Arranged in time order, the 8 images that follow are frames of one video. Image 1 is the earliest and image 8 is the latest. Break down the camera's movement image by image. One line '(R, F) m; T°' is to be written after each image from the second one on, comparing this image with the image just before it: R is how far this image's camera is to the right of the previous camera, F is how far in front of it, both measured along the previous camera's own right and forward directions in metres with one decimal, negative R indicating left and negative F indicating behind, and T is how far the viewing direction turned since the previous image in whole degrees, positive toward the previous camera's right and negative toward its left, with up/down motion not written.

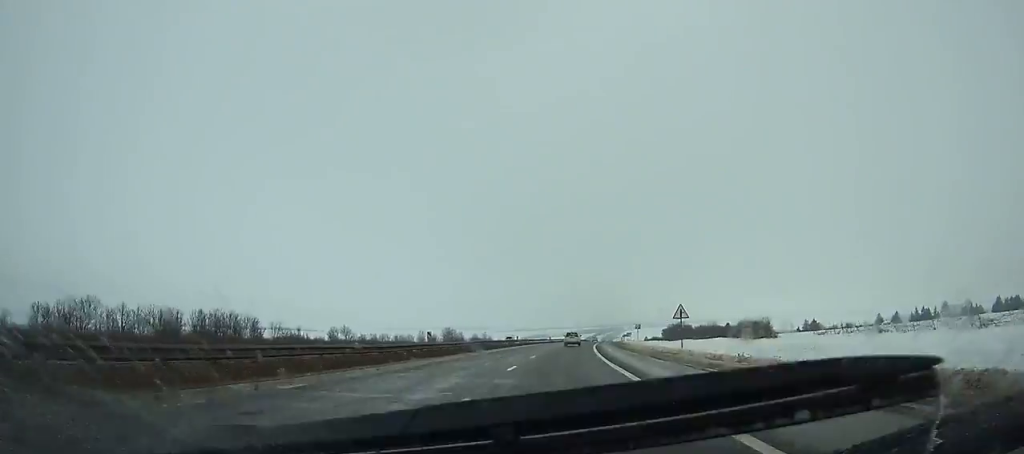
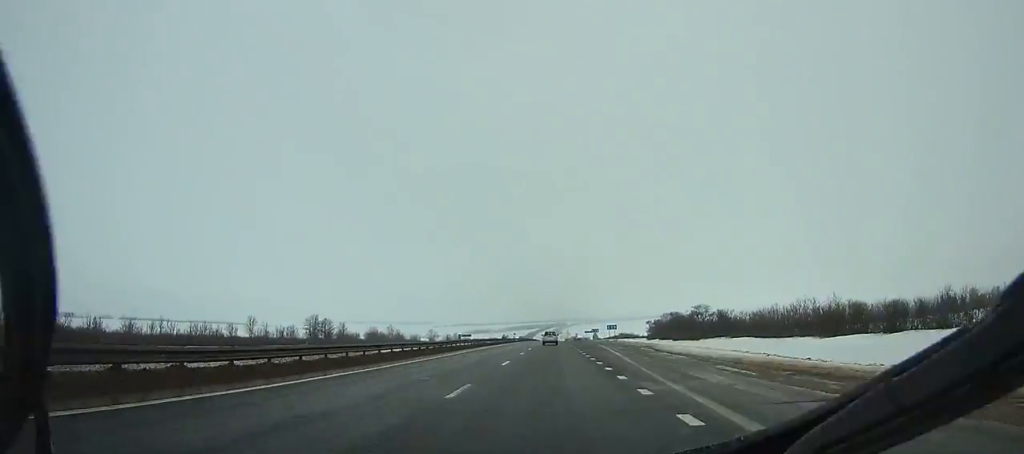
(+2.9, +104.5) m; +3°
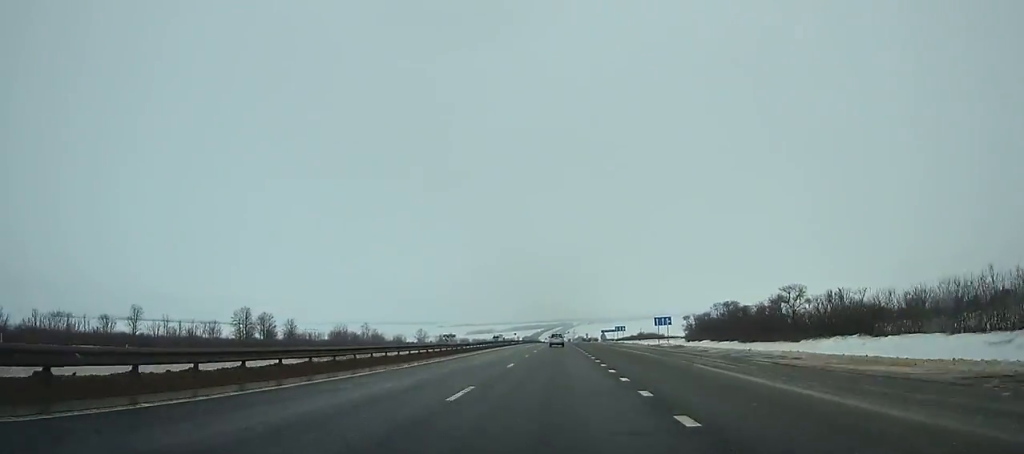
(+0.3, +48.0) m; 0°
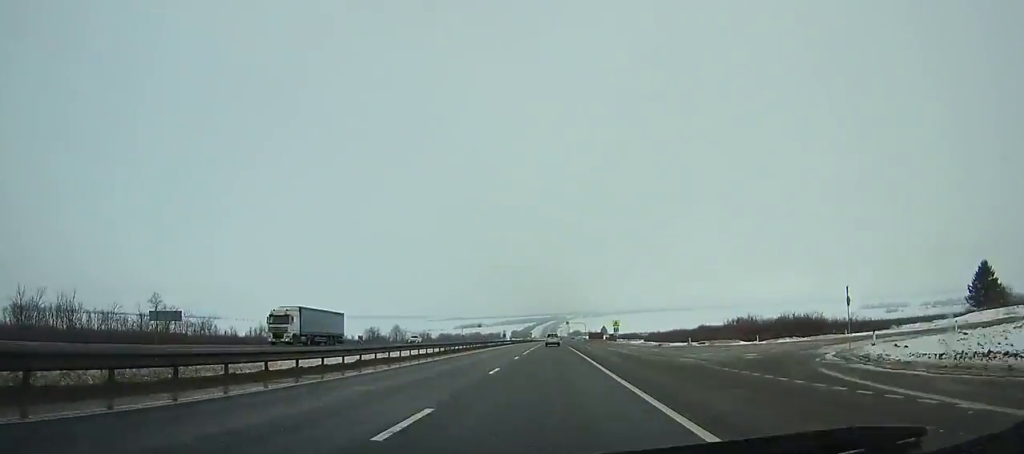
(+0.5, +136.3) m; 0°
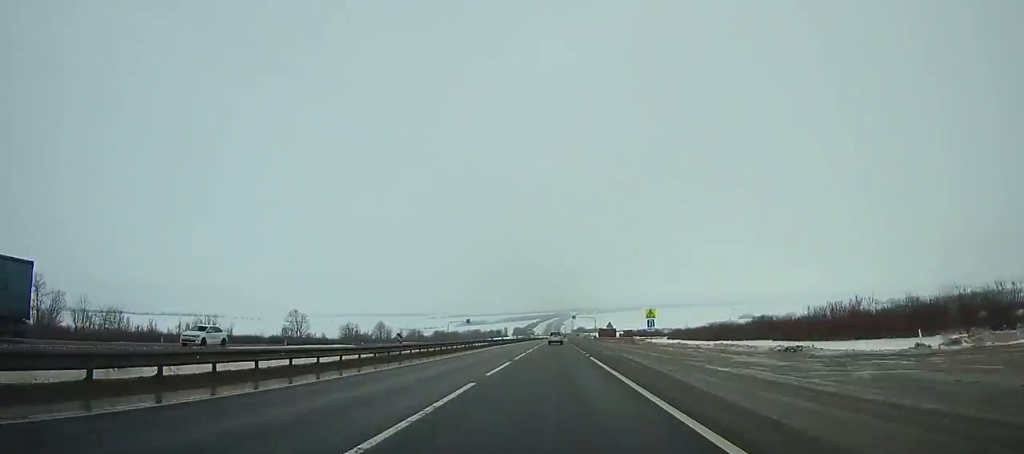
(-0.1, +34.5) m; 0°
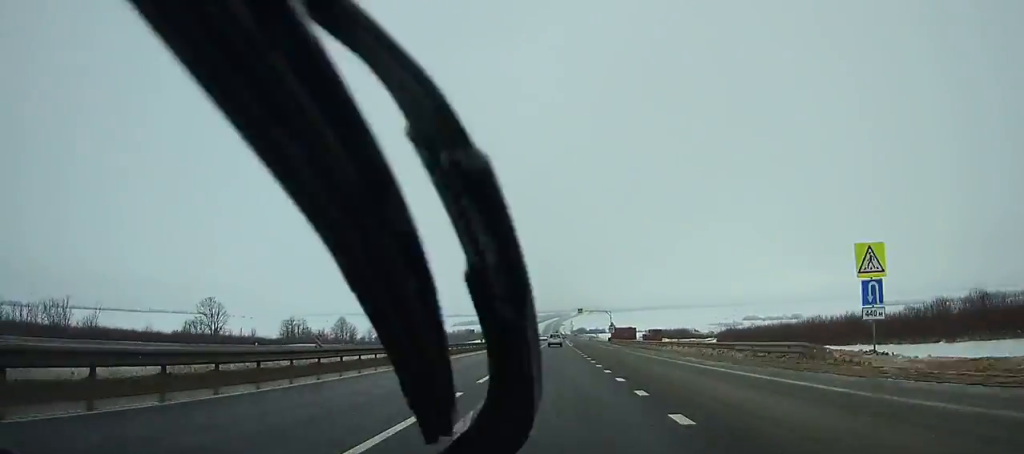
(-0.1, +48.8) m; 0°
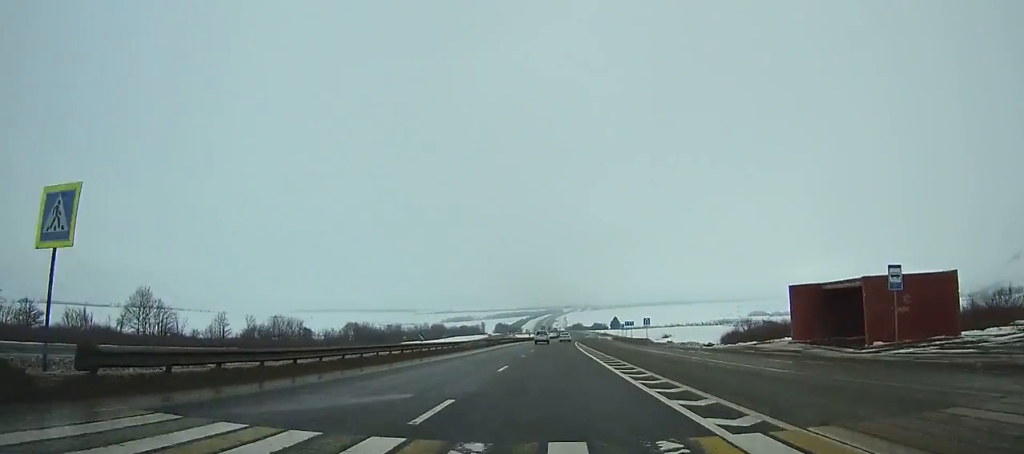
(+0.8, +115.6) m; +1°
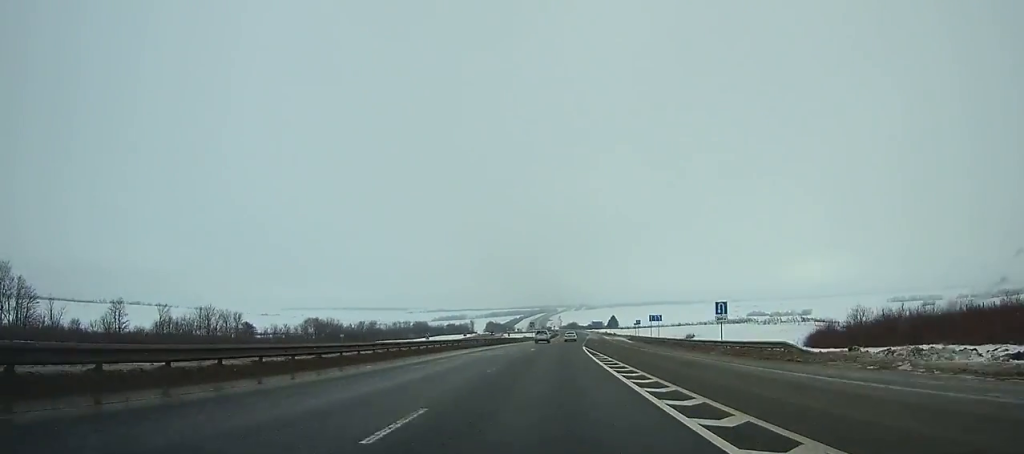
(-0.2, +37.6) m; +1°
